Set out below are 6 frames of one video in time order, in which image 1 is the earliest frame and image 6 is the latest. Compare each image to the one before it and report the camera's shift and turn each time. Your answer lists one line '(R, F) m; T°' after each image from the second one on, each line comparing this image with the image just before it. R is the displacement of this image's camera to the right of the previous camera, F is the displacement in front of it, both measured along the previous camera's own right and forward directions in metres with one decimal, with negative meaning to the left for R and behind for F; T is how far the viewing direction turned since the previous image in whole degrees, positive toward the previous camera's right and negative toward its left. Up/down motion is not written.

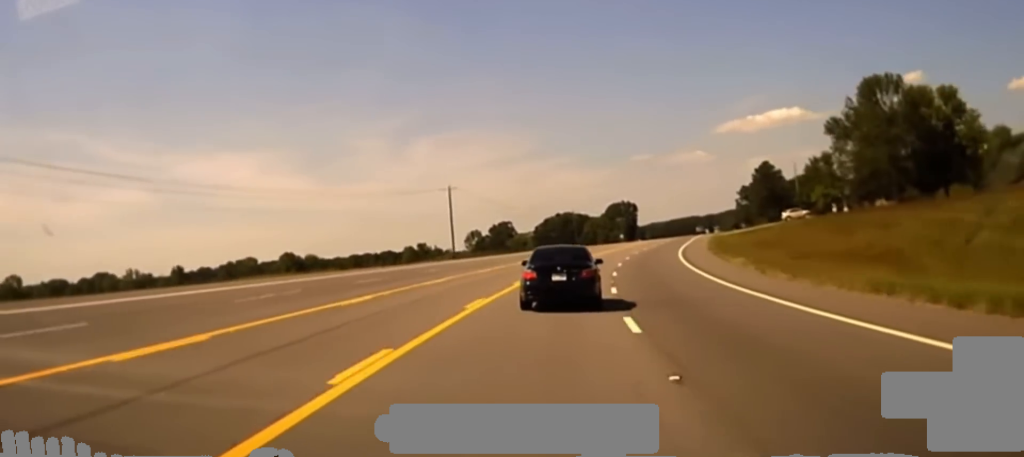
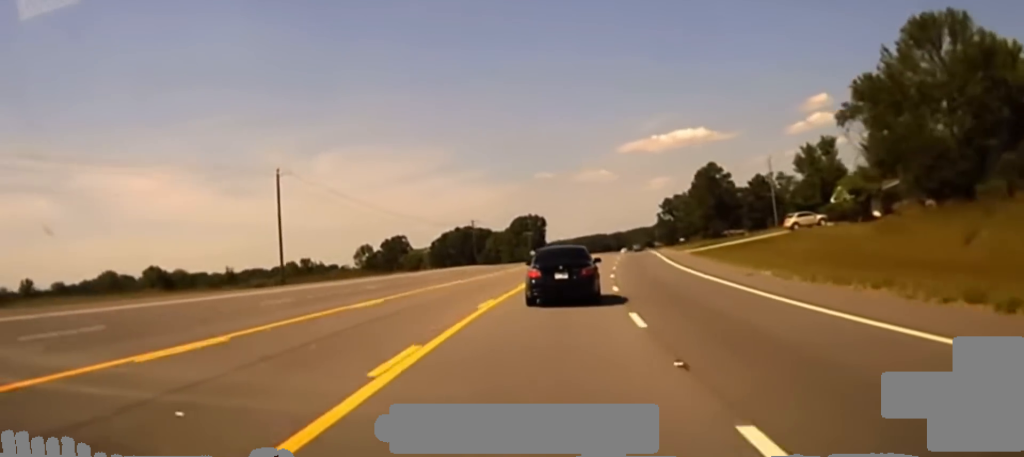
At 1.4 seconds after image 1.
(+2.4, +45.8) m; +6°
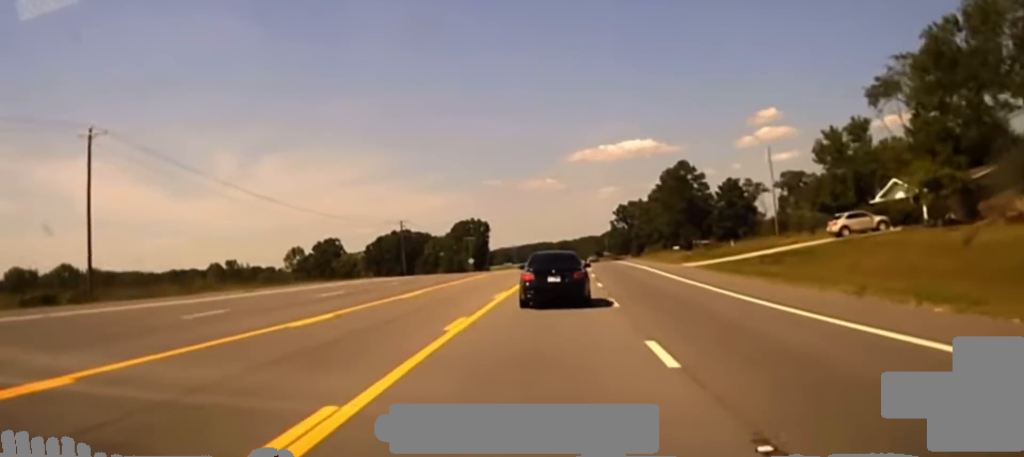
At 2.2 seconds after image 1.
(+0.9, +33.1) m; +2°
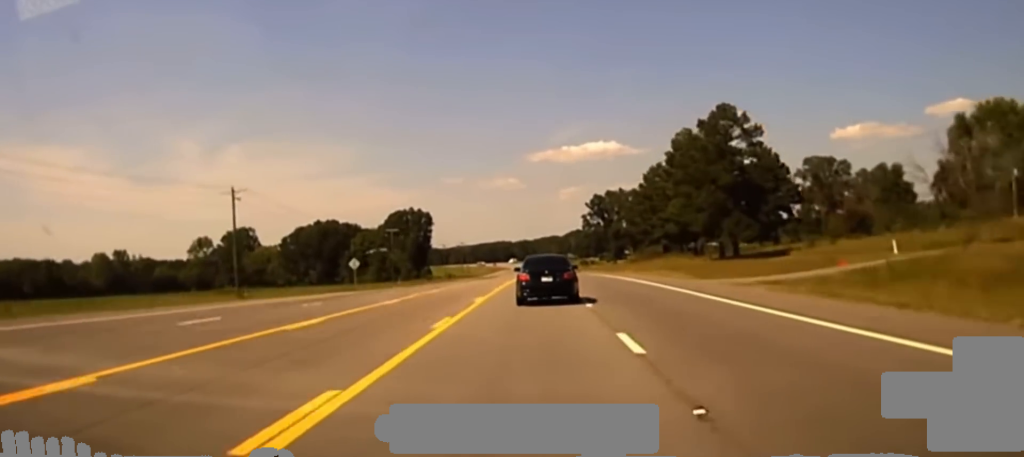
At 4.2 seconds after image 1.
(+2.8, +73.3) m; +3°
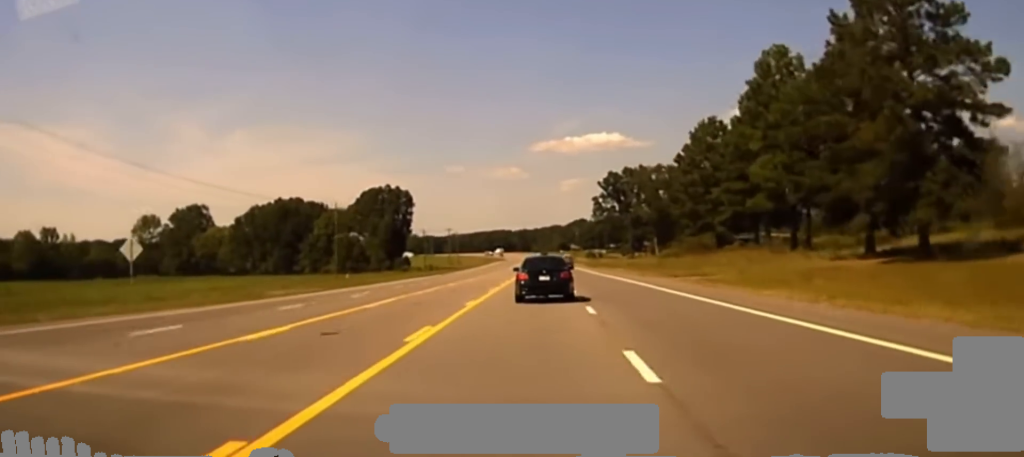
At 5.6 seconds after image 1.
(0.0, +46.9) m; 0°
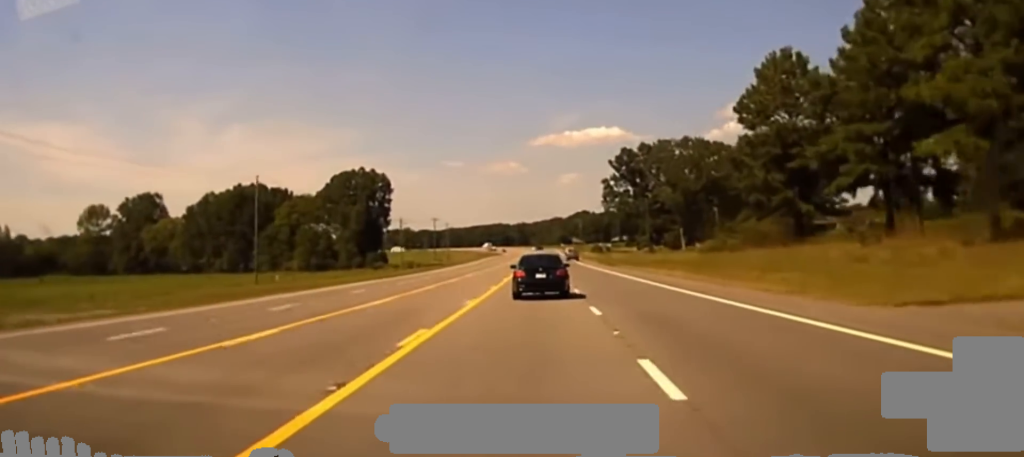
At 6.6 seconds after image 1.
(-0.1, +32.5) m; 0°
